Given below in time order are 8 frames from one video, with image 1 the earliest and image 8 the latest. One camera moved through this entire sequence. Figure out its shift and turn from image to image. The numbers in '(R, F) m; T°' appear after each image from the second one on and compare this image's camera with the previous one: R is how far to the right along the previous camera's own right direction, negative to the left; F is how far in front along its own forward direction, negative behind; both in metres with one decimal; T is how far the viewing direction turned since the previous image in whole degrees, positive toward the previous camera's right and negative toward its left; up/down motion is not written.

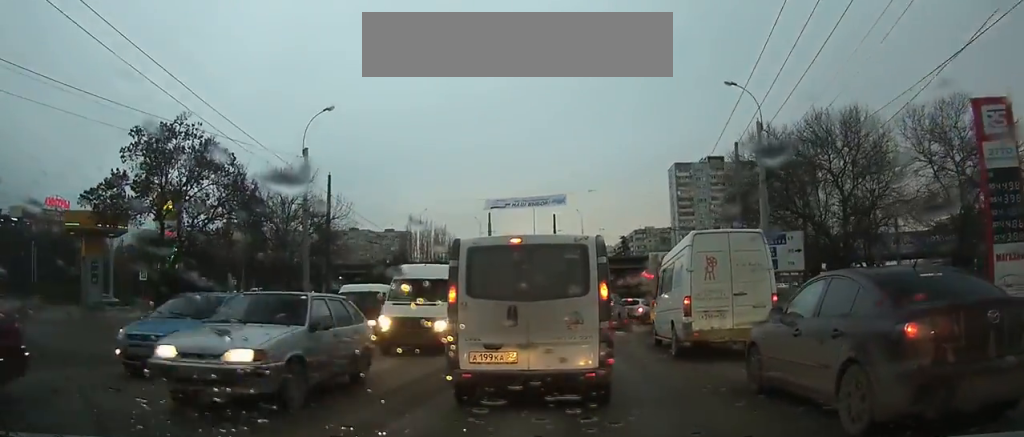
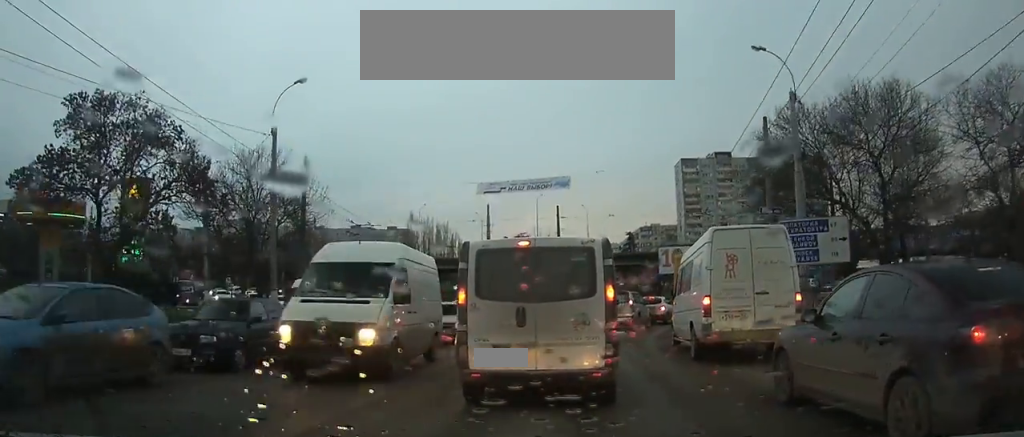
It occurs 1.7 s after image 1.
(0.0, +4.3) m; 0°
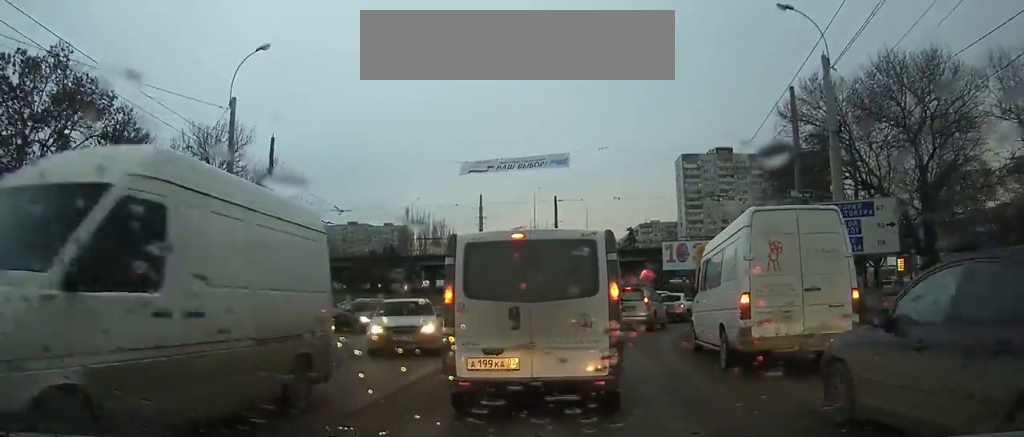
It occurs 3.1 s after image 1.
(0.0, +3.7) m; 0°
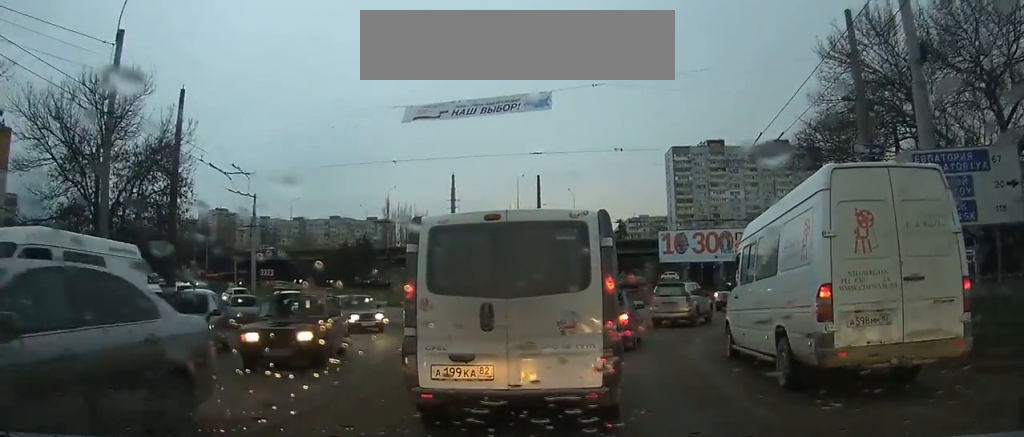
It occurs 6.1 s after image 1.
(+0.1, +8.6) m; +4°
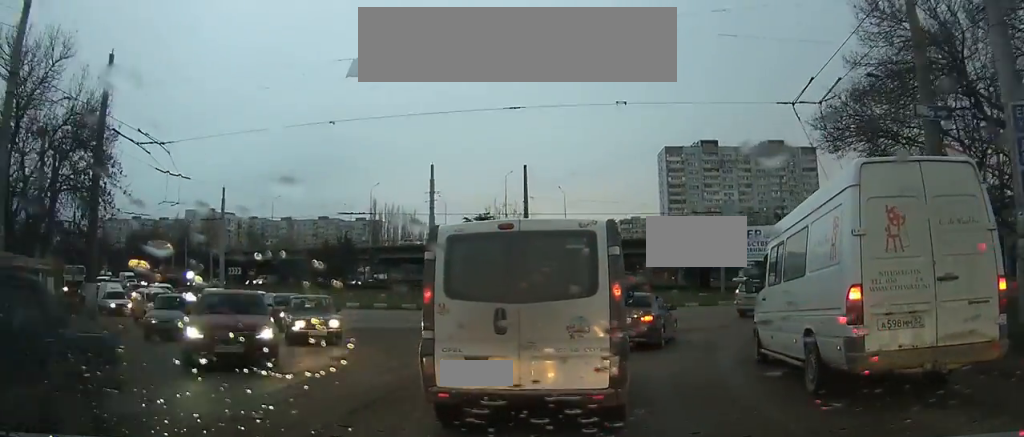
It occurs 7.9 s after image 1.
(+0.2, +6.0) m; +5°
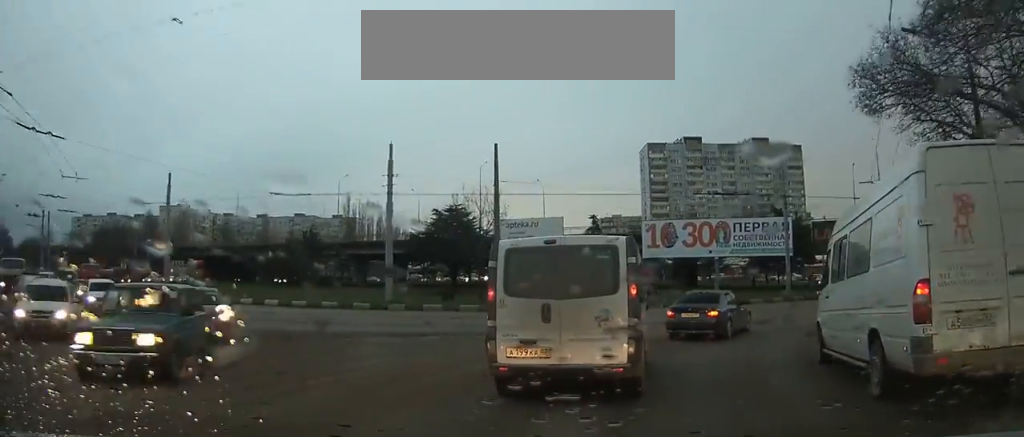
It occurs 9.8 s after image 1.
(0.0, +6.8) m; +6°
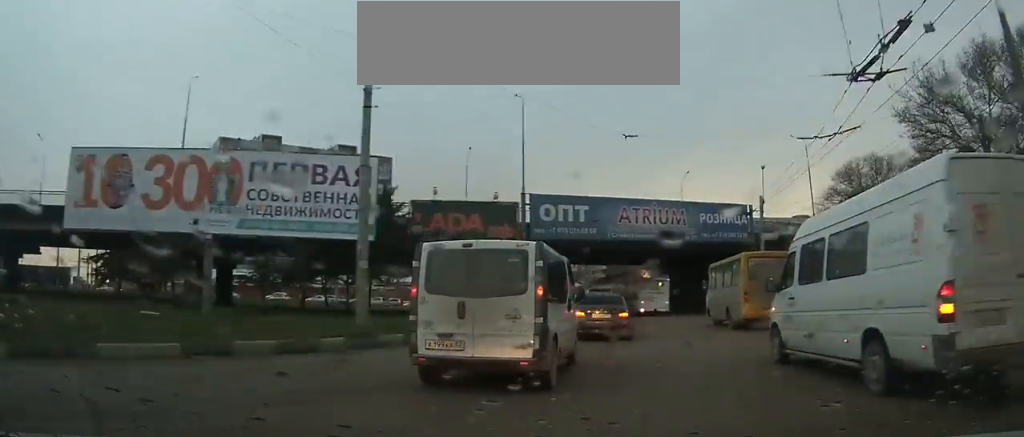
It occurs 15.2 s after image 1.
(+6.8, +24.4) m; +27°
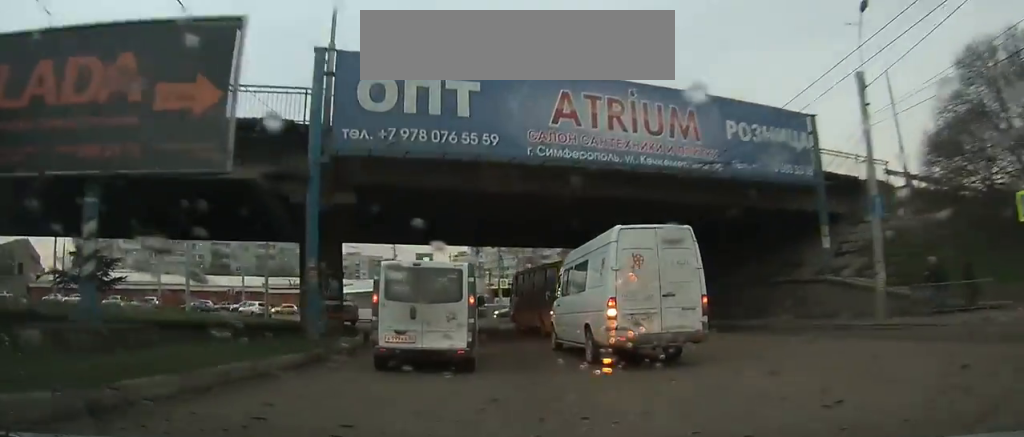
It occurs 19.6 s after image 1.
(+0.8, +27.7) m; -7°
